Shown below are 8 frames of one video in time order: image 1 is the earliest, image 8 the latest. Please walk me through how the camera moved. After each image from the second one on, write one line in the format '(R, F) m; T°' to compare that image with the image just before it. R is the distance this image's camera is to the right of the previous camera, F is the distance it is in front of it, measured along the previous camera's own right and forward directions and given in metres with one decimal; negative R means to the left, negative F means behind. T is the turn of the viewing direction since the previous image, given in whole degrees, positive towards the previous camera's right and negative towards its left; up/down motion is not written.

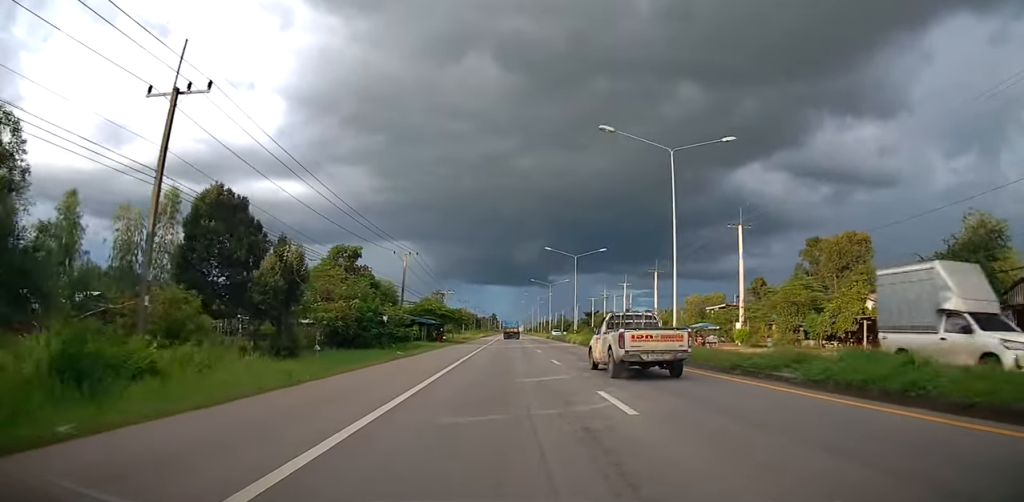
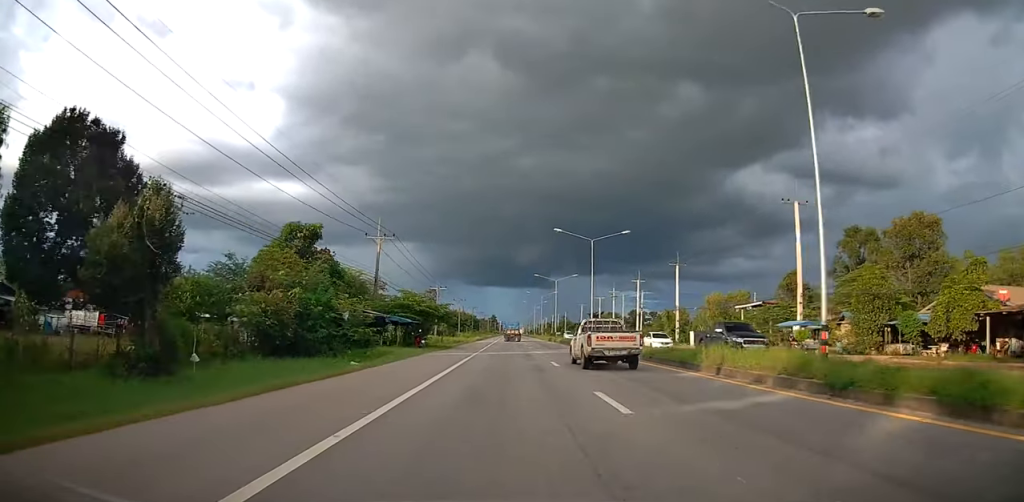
(-0.1, +11.9) m; -1°
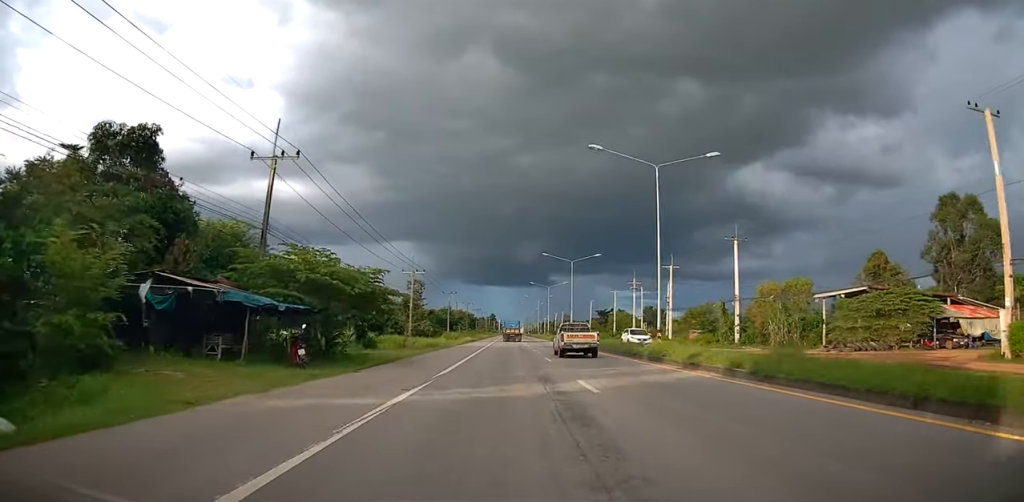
(0.0, +21.6) m; 0°
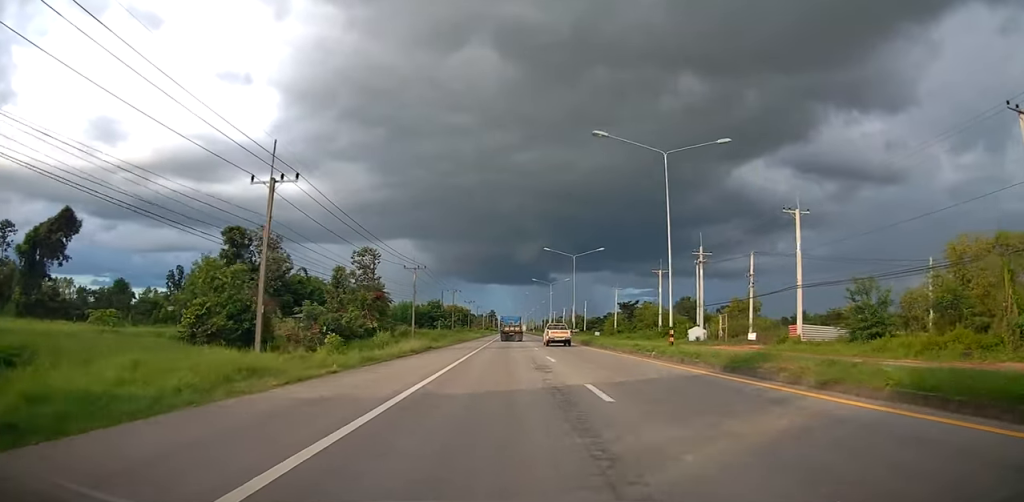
(0.0, +38.0) m; 0°
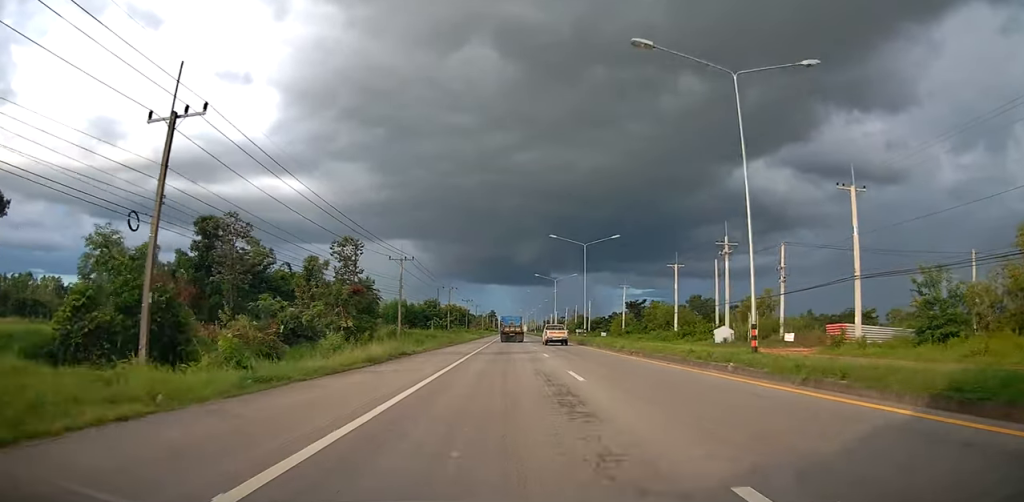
(0.0, +8.4) m; 0°
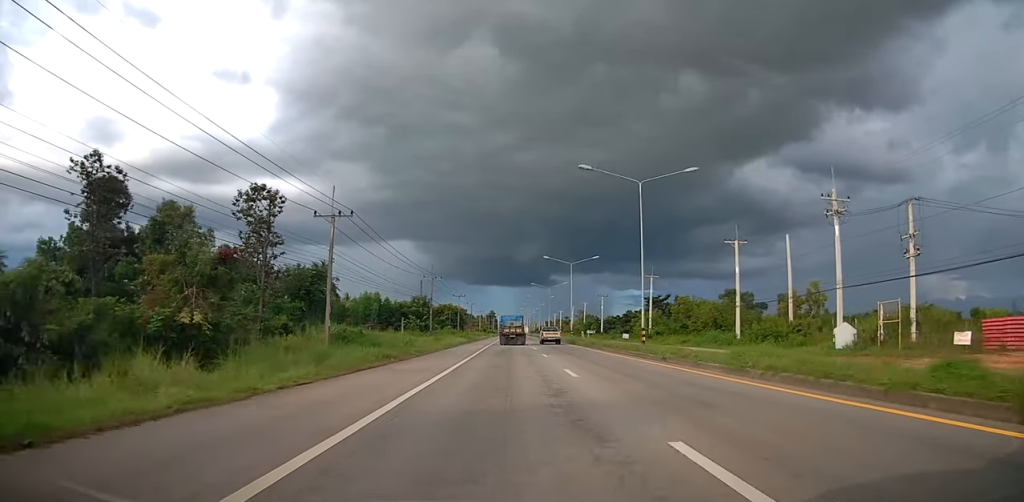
(0.0, +22.3) m; 0°
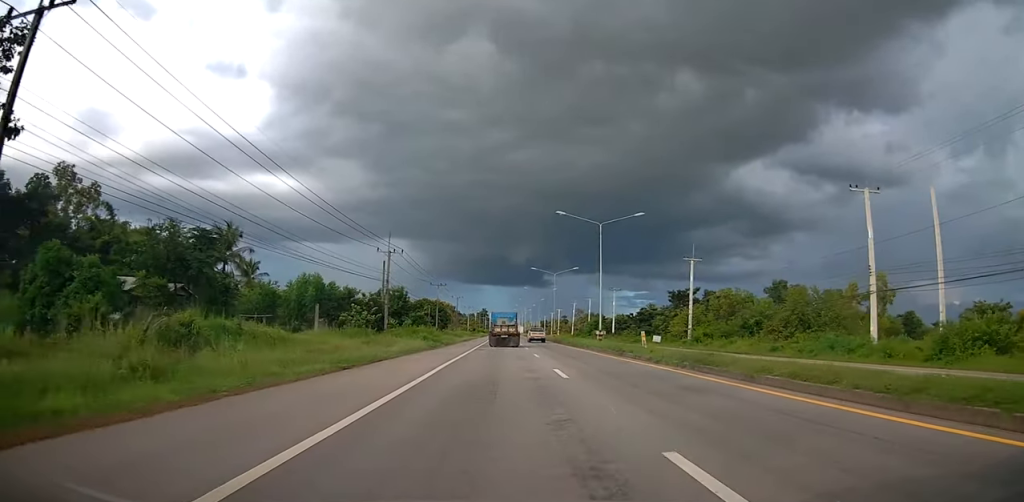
(0.0, +24.8) m; 0°
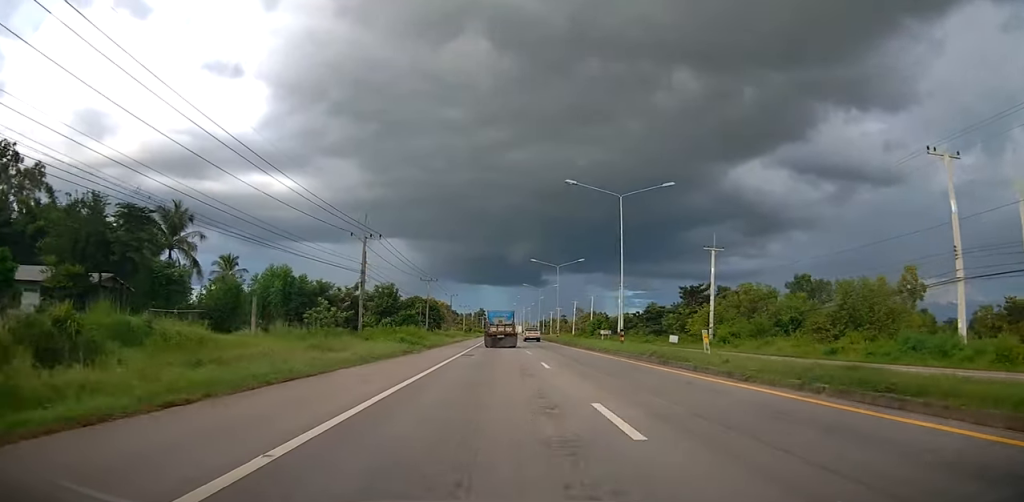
(0.0, +8.4) m; 0°
